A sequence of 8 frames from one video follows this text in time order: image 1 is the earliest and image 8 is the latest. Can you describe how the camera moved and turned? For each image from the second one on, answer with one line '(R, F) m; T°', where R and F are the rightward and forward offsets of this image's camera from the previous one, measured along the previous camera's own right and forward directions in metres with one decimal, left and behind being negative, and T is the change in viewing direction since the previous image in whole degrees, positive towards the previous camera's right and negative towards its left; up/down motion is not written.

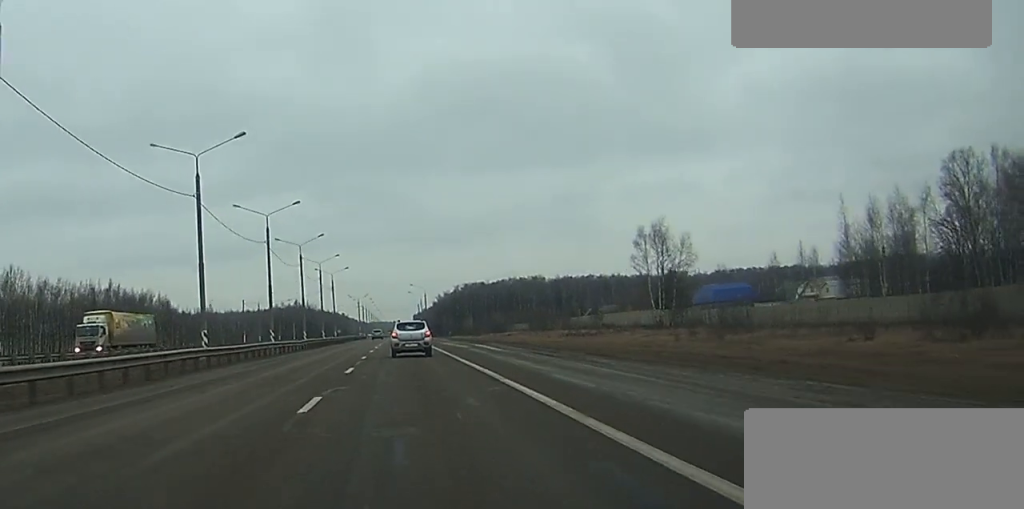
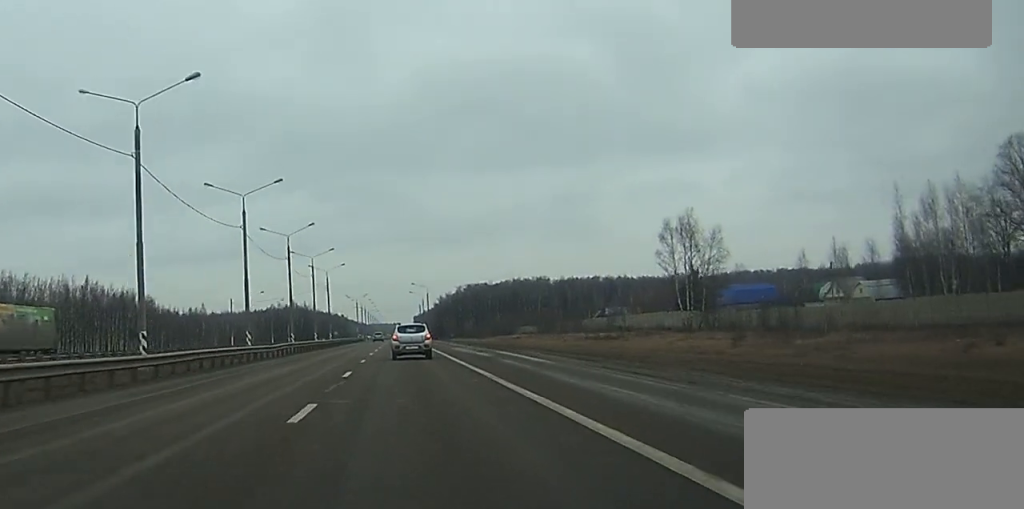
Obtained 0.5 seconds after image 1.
(0.0, +13.5) m; 0°
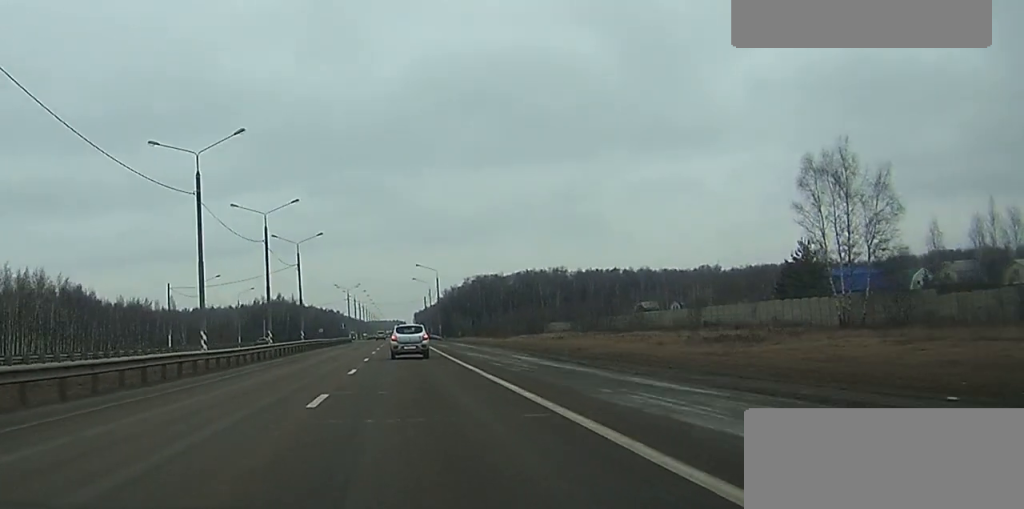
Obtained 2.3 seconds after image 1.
(0.0, +45.3) m; 0°
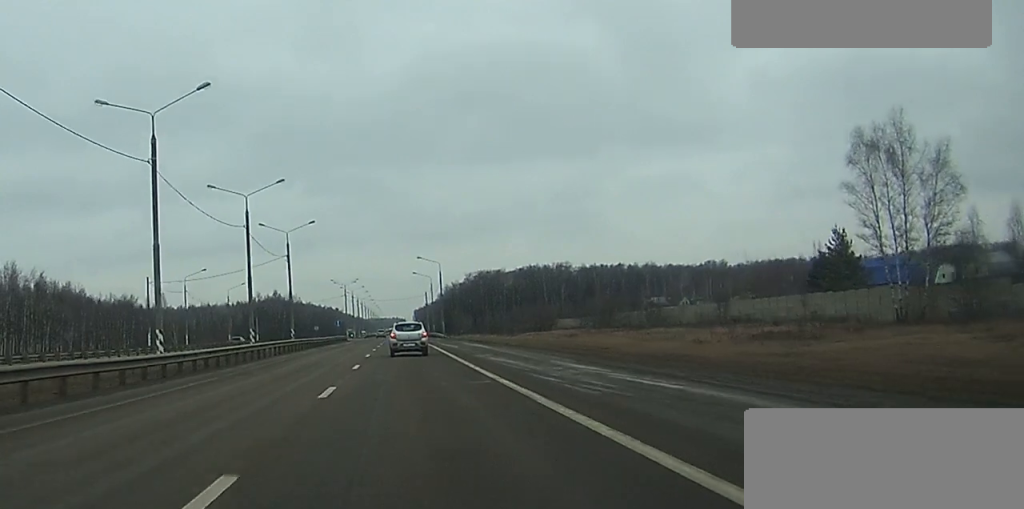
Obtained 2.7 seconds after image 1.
(0.0, +10.1) m; 0°
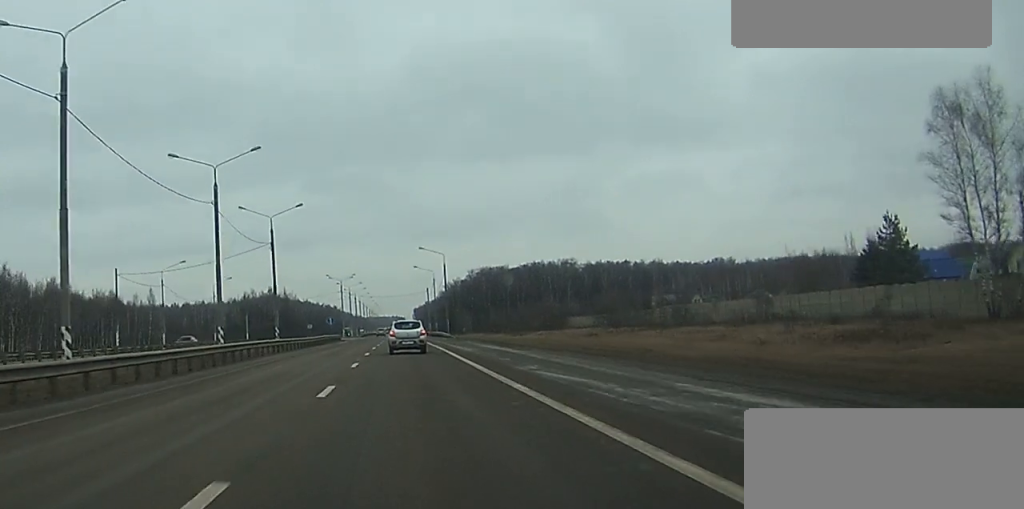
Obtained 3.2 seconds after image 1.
(0.0, +12.5) m; 0°
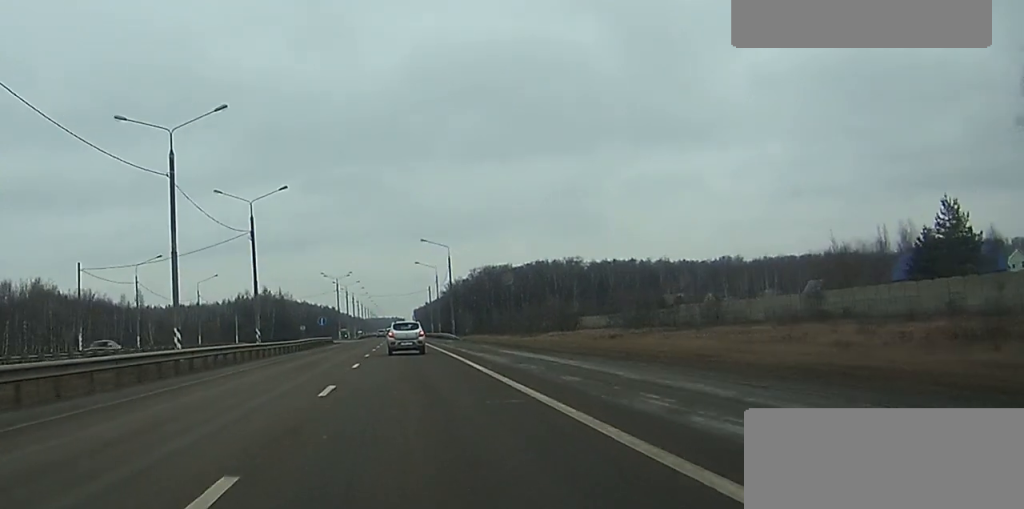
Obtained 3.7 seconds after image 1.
(0.0, +11.7) m; 0°
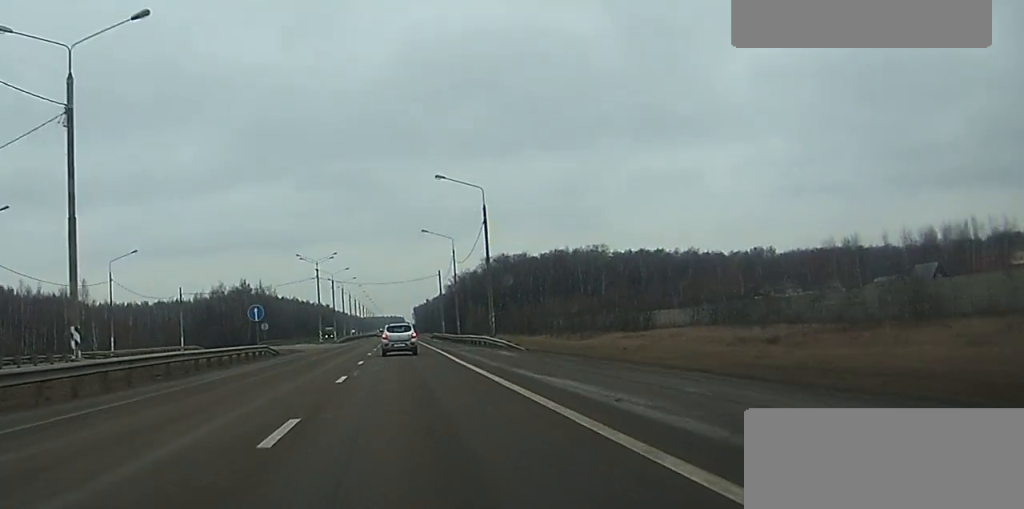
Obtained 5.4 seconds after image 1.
(-0.2, +41.8) m; 0°
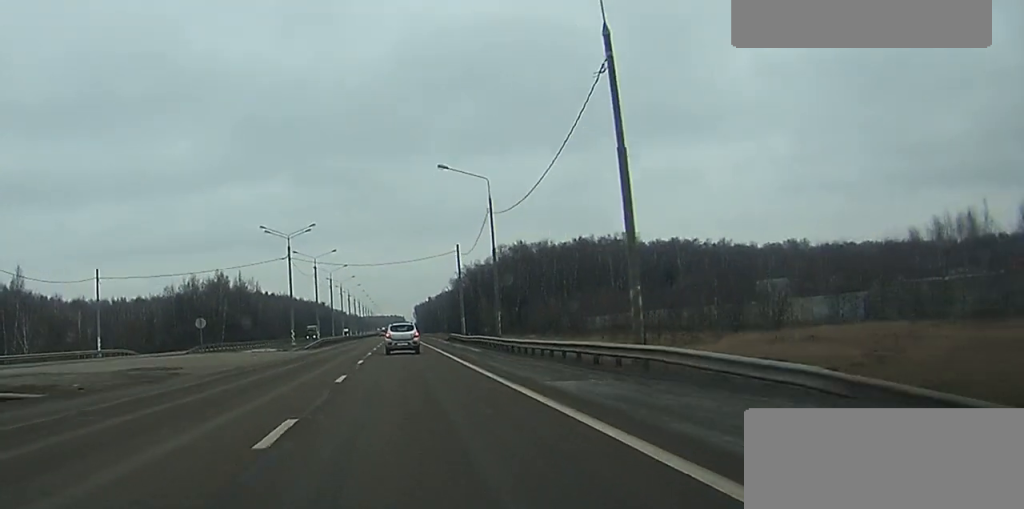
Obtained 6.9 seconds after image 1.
(0.0, +31.8) m; +1°
